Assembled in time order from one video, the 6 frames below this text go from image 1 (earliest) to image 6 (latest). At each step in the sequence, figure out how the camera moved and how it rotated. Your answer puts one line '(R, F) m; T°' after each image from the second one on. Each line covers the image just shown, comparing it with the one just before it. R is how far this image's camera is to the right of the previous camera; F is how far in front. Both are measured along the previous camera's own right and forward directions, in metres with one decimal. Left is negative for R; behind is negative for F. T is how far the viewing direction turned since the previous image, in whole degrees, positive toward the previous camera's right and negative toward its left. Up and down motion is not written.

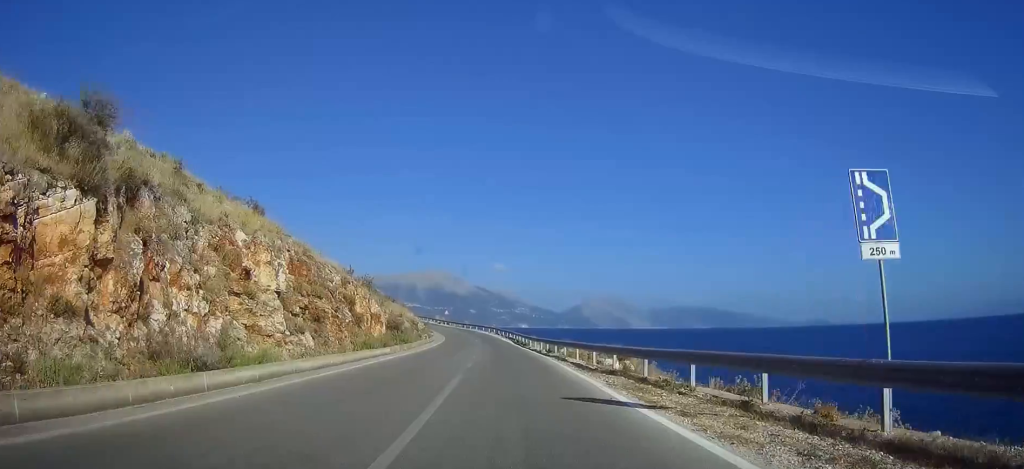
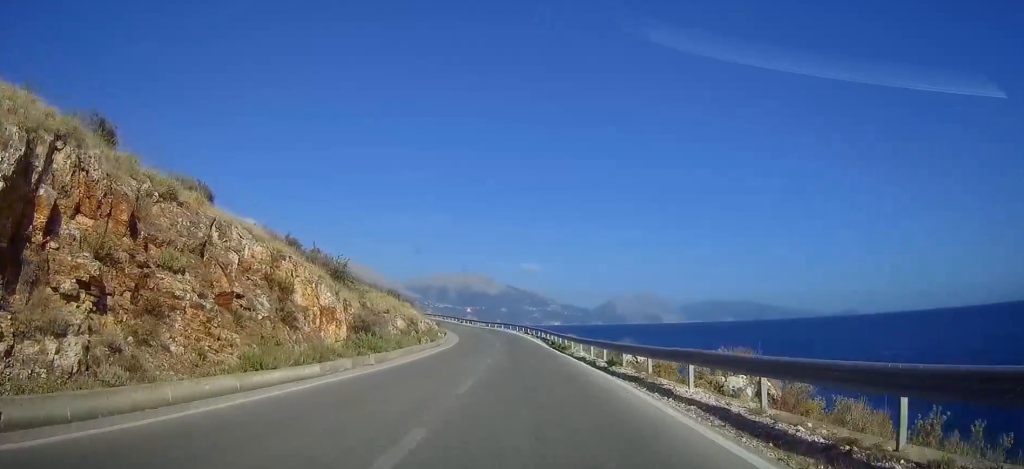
(-0.7, +16.7) m; -3°
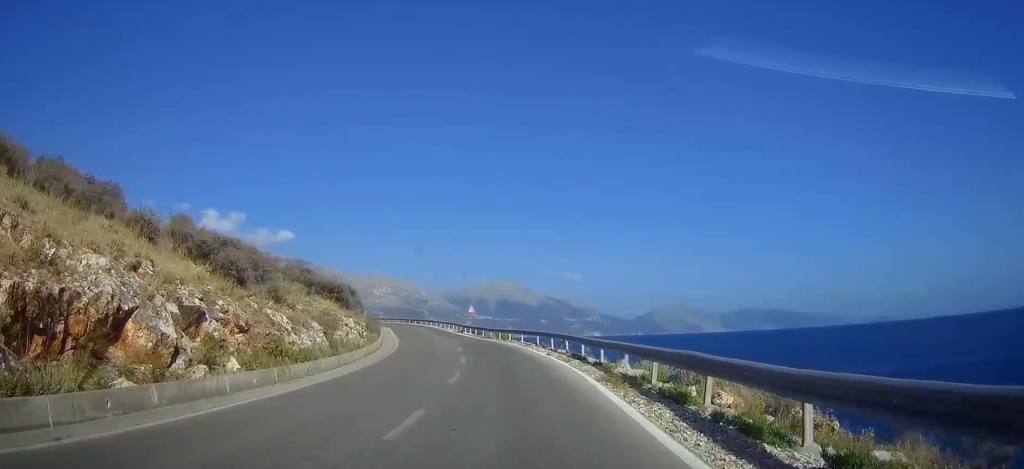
(-0.3, +46.7) m; -3°
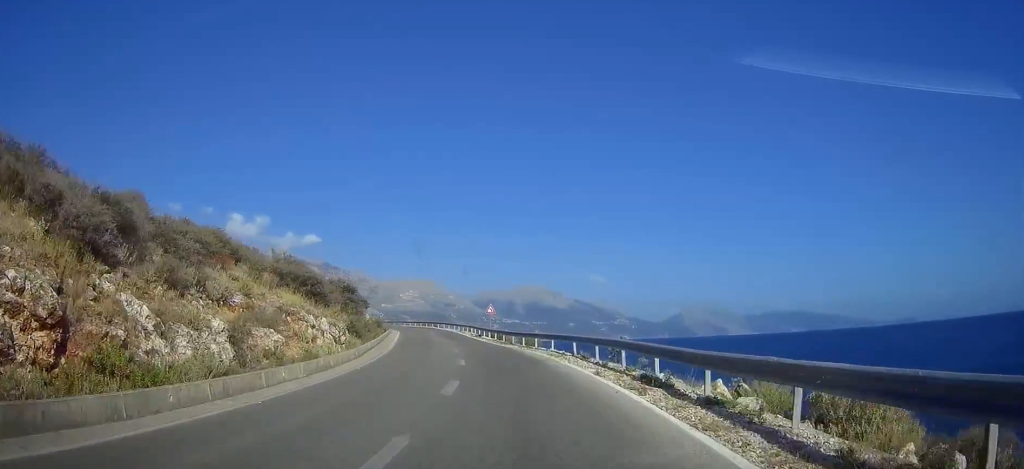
(0.0, +10.6) m; -2°
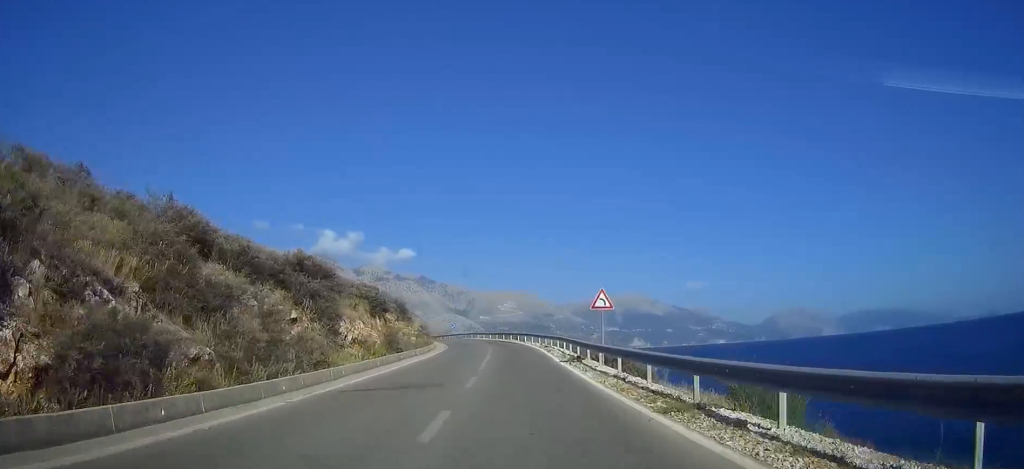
(-2.8, +31.4) m; -9°
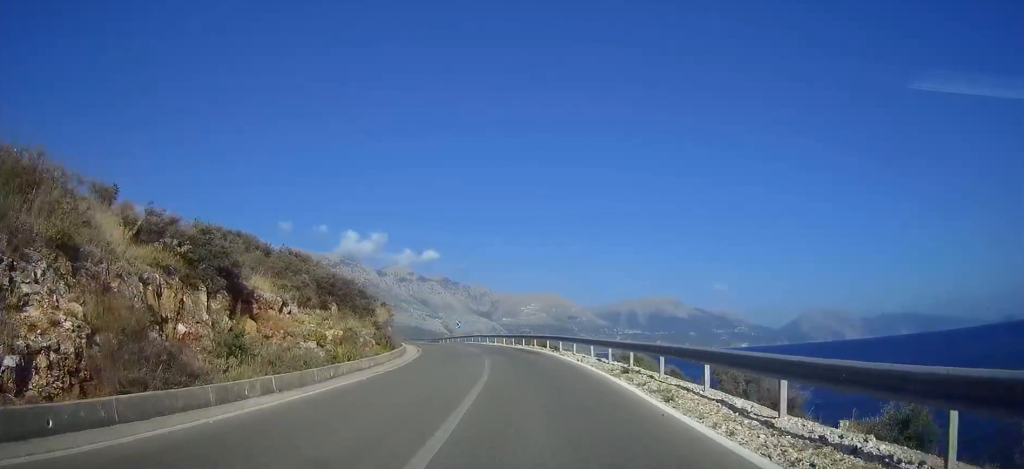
(-1.2, +27.2) m; -4°
